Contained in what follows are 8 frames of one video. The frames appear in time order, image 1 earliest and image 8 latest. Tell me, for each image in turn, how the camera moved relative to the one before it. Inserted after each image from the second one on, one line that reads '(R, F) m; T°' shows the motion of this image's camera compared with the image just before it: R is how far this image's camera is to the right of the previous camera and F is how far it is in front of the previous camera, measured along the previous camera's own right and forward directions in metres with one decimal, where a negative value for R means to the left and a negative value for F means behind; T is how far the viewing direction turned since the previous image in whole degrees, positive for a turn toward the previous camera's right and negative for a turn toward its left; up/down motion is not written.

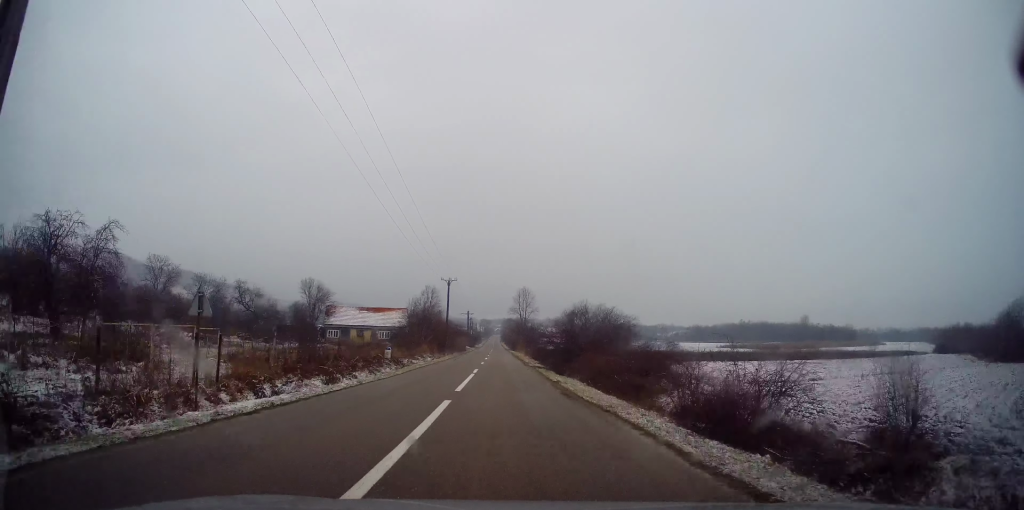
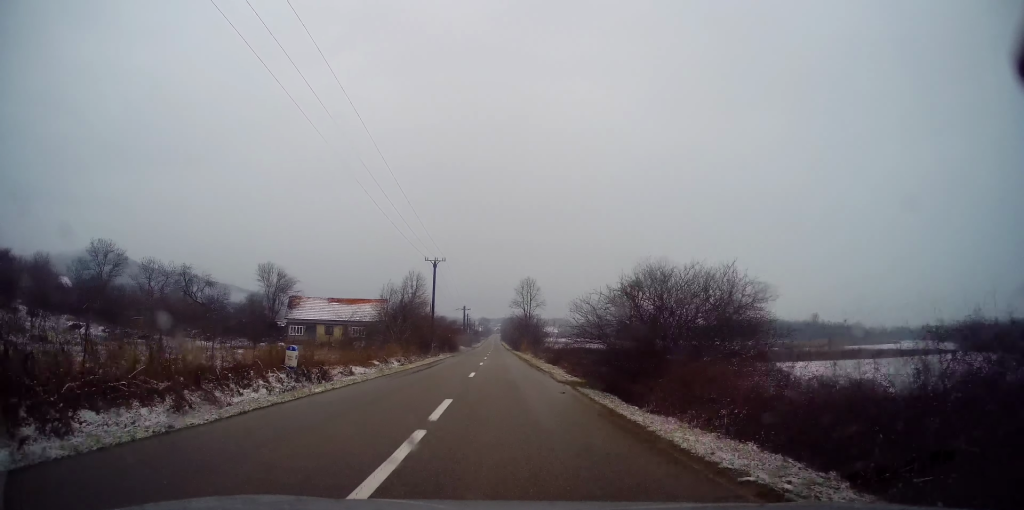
(-0.1, +16.4) m; -1°
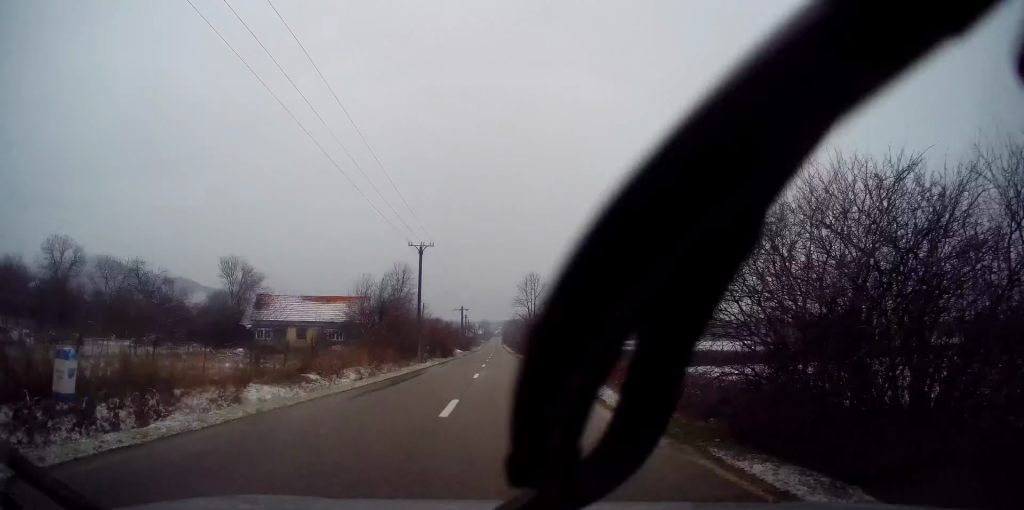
(-0.1, +10.7) m; 0°
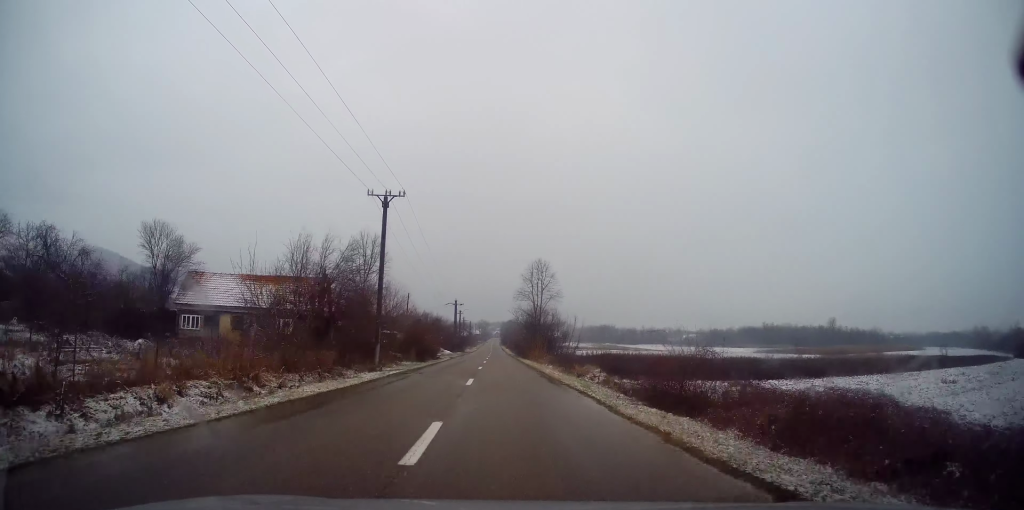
(0.0, +15.6) m; +1°
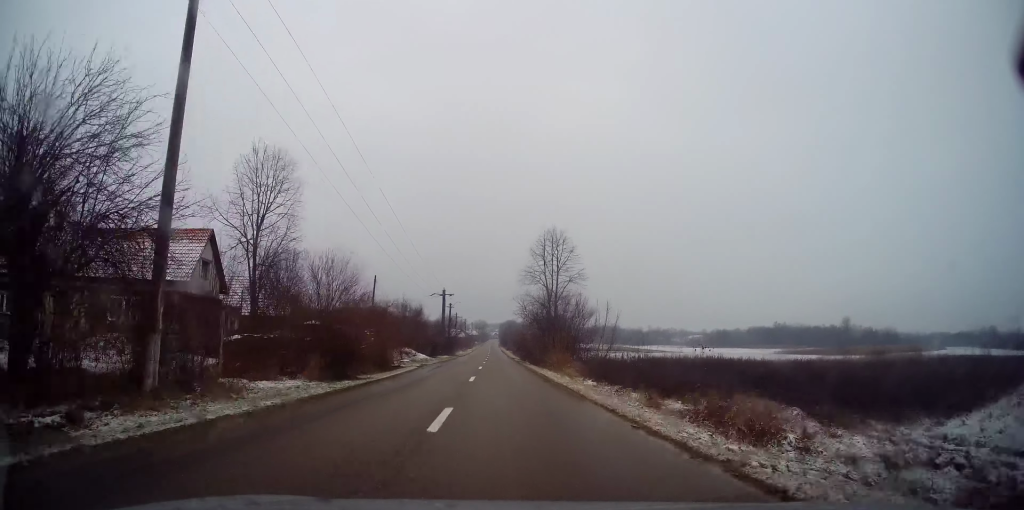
(+0.3, +21.2) m; 0°
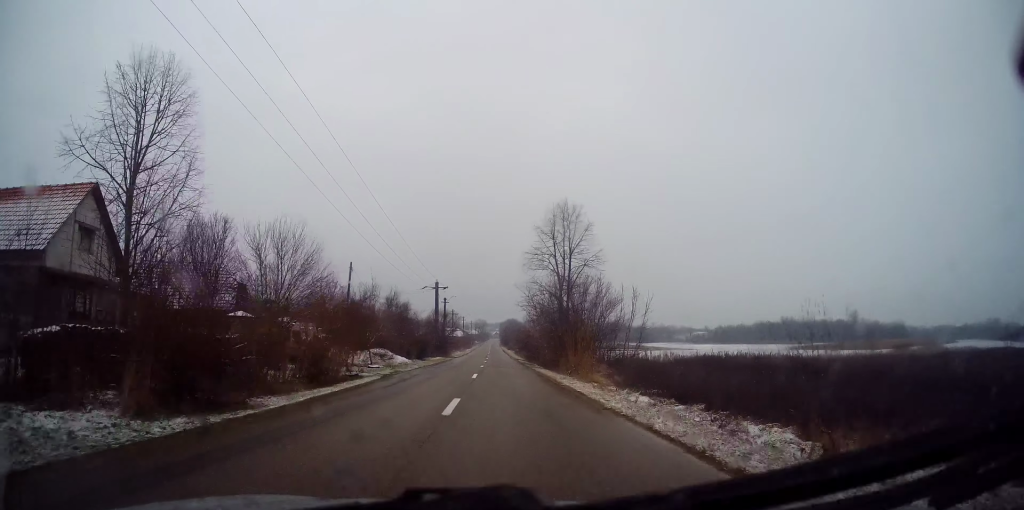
(-0.2, +9.8) m; 0°
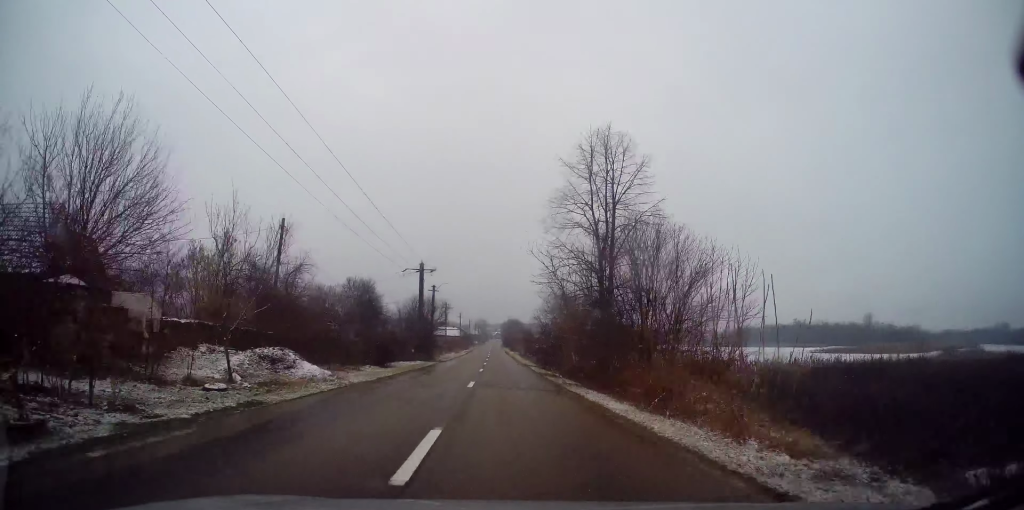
(+0.1, +16.5) m; +1°
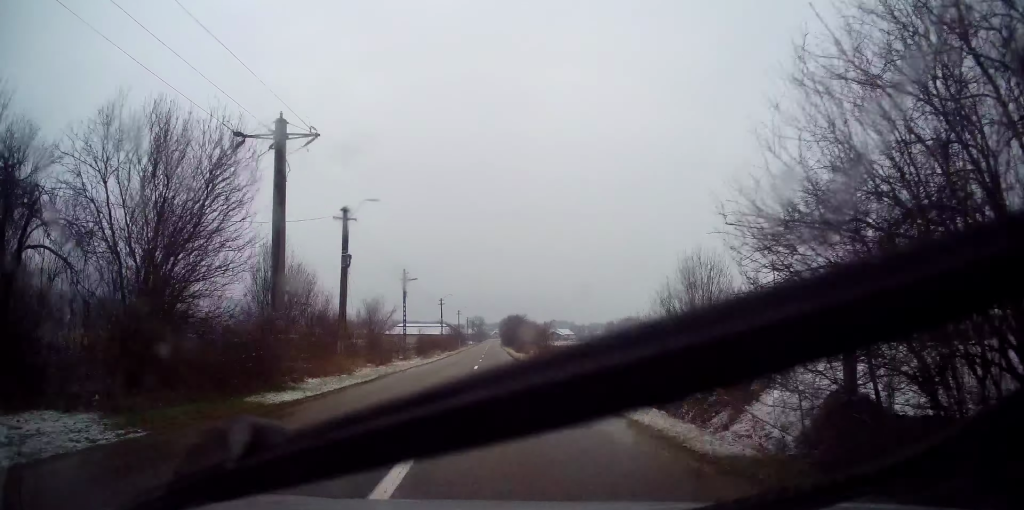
(-0.1, +36.3) m; -1°
